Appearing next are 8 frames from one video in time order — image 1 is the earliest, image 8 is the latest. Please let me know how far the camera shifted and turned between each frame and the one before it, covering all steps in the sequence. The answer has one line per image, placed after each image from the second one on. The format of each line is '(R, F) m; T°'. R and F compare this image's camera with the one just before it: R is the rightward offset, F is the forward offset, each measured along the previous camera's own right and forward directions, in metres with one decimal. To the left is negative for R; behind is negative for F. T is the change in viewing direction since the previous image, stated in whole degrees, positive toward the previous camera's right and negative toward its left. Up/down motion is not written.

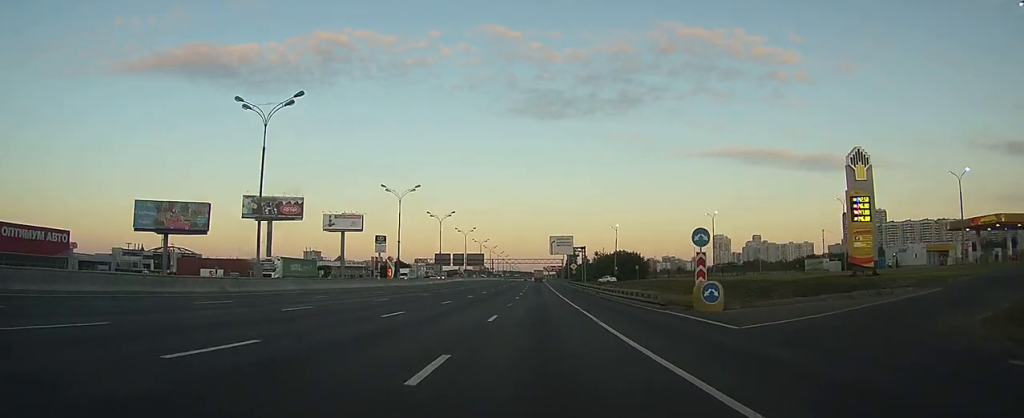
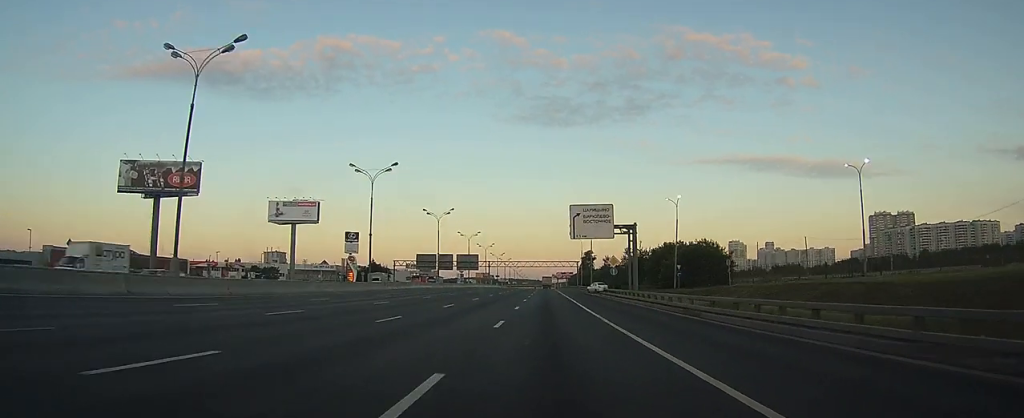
(0.0, +49.9) m; 0°
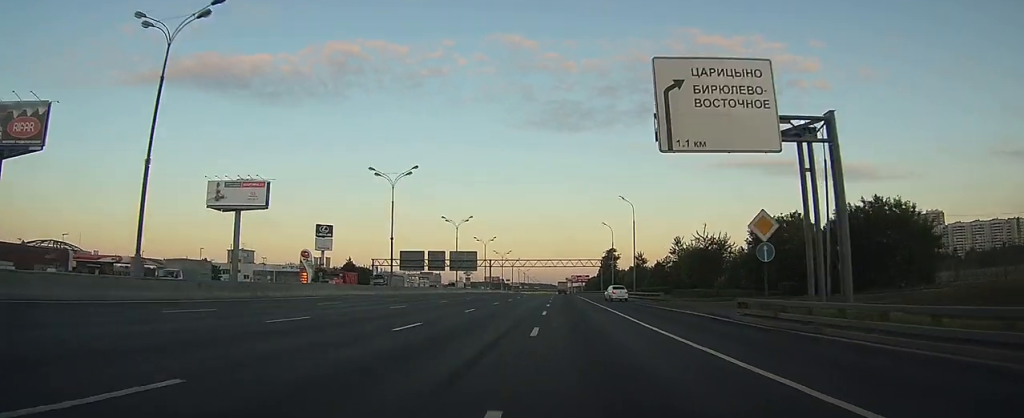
(-0.1, +38.2) m; 0°
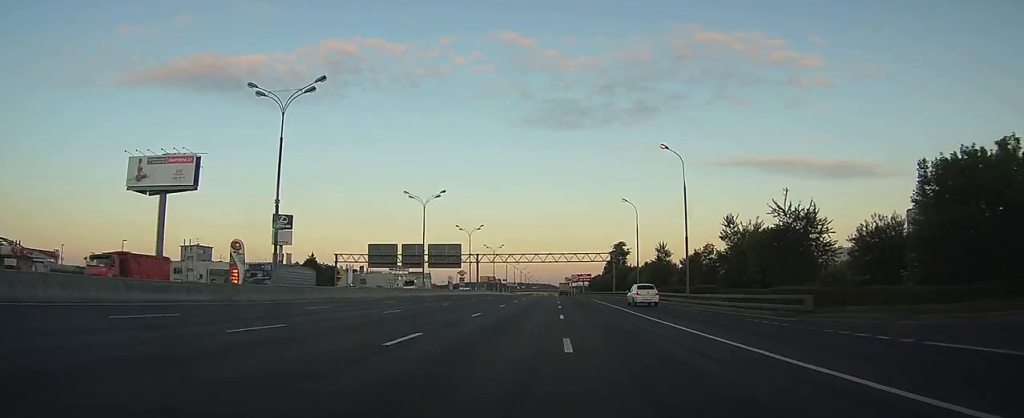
(0.0, +27.0) m; 0°
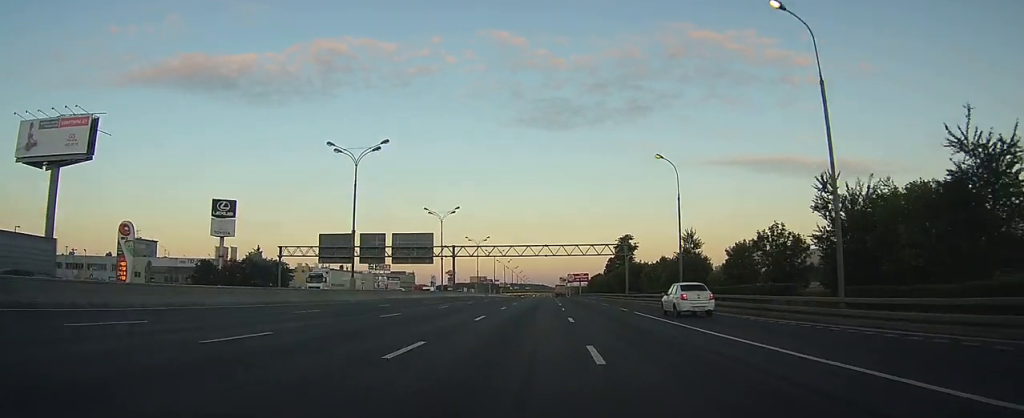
(-0.1, +25.4) m; 0°
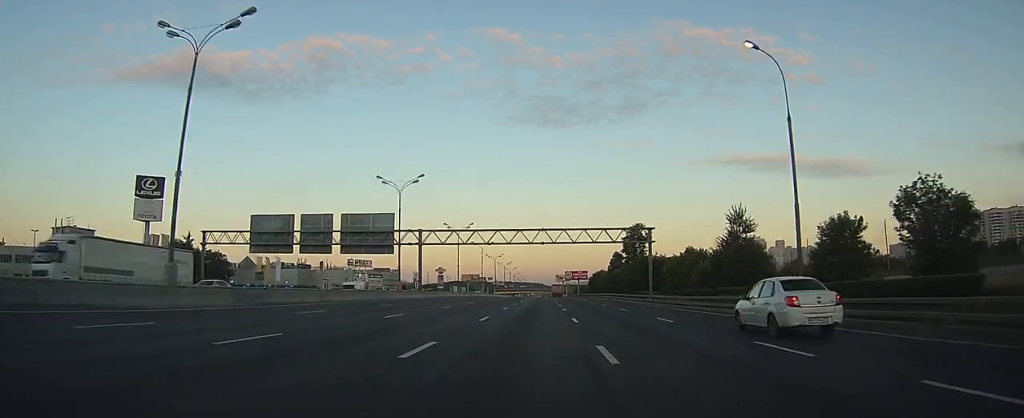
(-0.1, +23.9) m; 0°
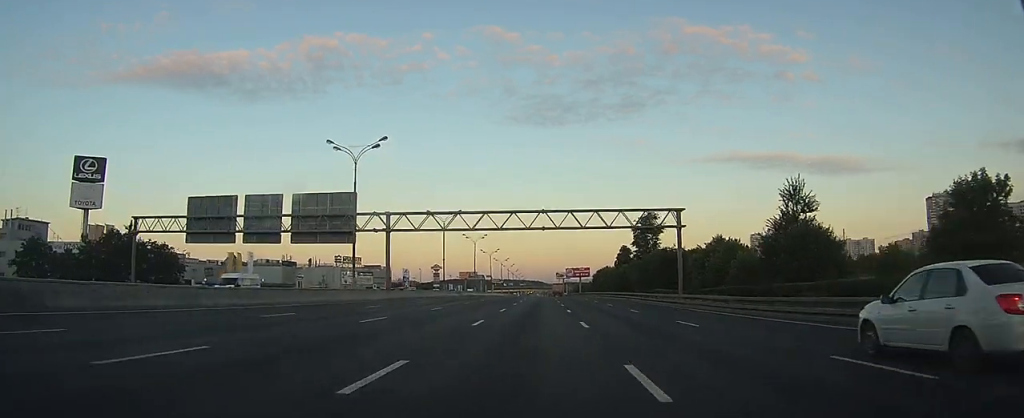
(+0.1, +15.4) m; 0°
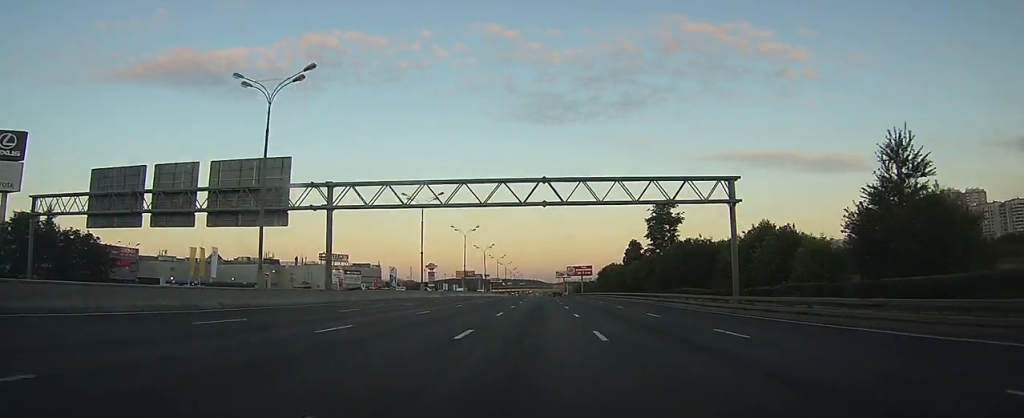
(+0.1, +16.3) m; 0°
